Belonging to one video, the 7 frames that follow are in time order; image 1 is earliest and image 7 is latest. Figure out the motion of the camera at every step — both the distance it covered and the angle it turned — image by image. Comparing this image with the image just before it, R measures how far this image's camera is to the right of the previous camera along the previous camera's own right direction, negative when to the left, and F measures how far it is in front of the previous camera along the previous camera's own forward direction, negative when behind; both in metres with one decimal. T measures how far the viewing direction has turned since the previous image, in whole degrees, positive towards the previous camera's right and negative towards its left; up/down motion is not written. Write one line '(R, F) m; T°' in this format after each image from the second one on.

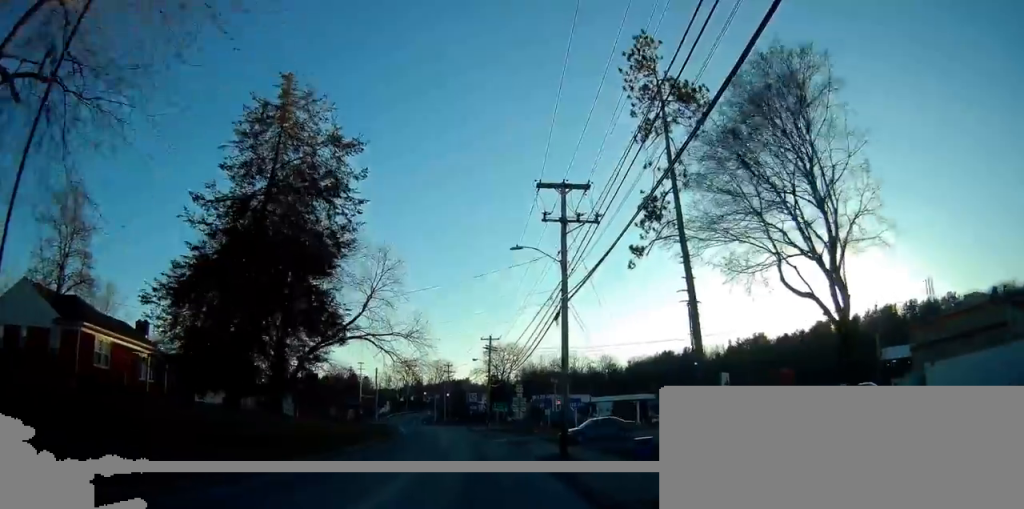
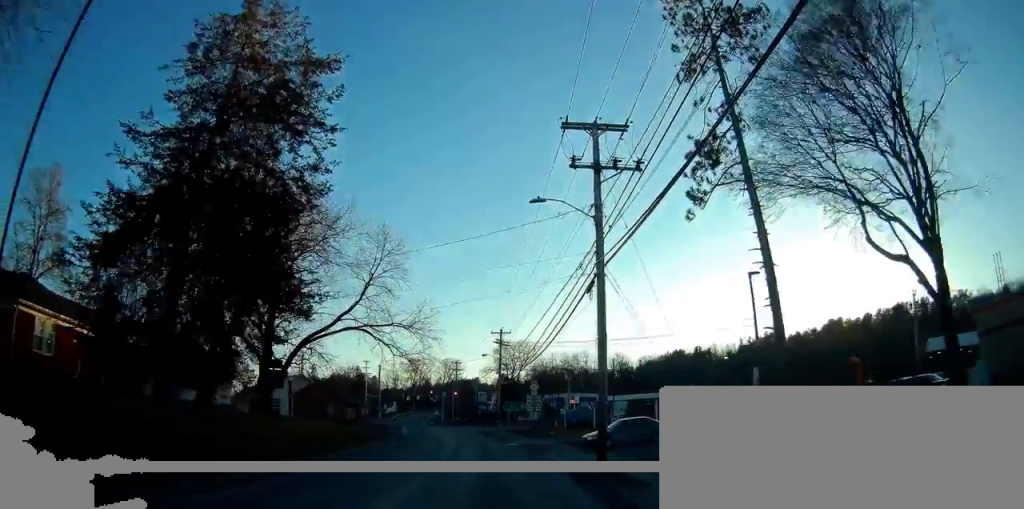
(+0.1, +5.7) m; -1°
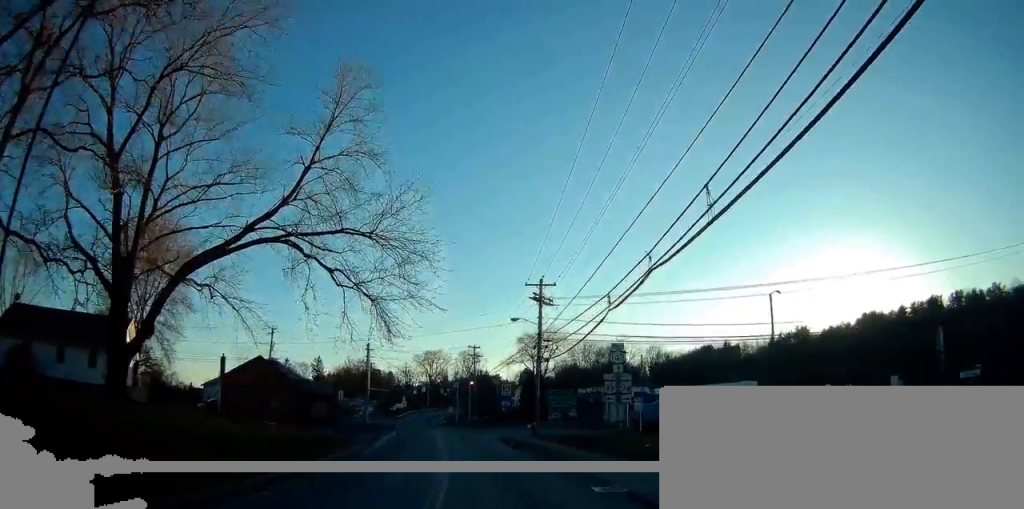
(-1.4, +25.0) m; -3°
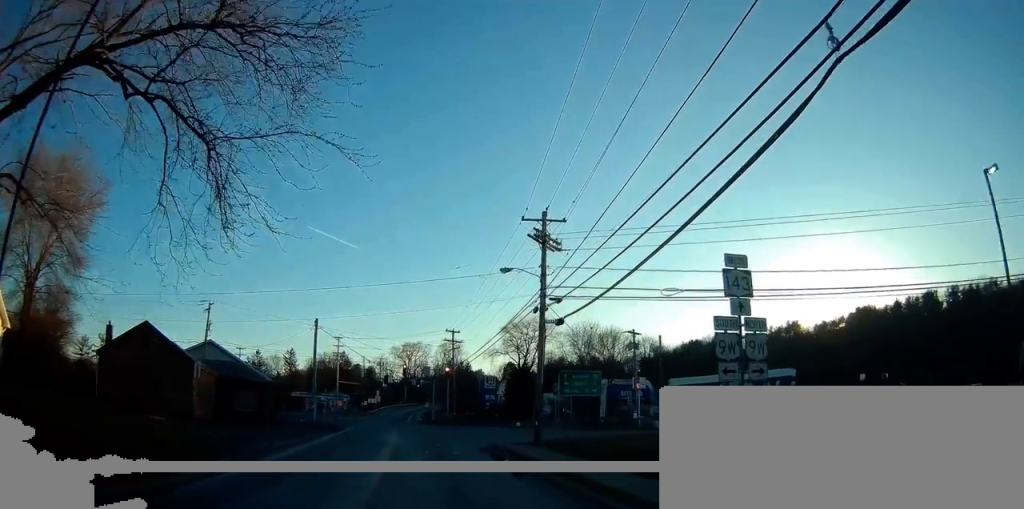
(+0.1, +15.5) m; -1°
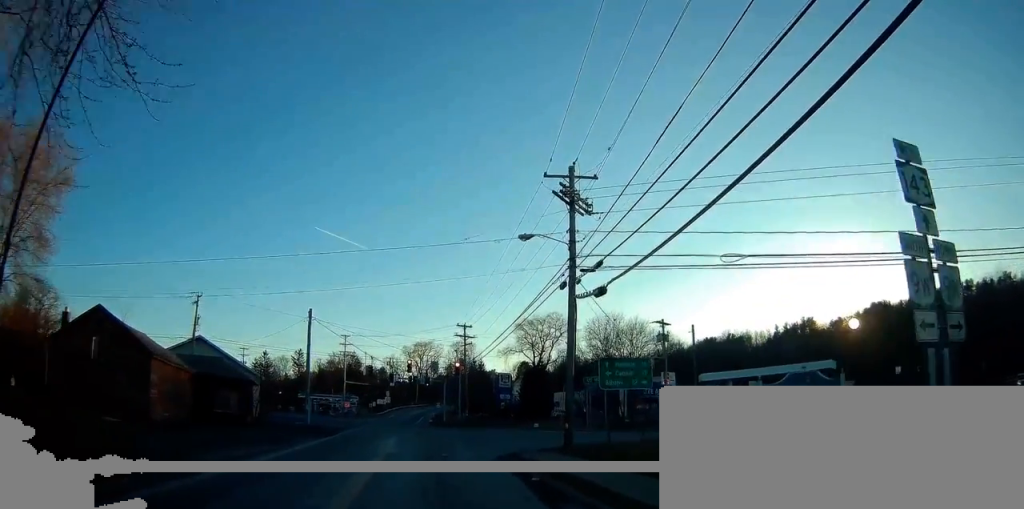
(0.0, +6.4) m; 0°
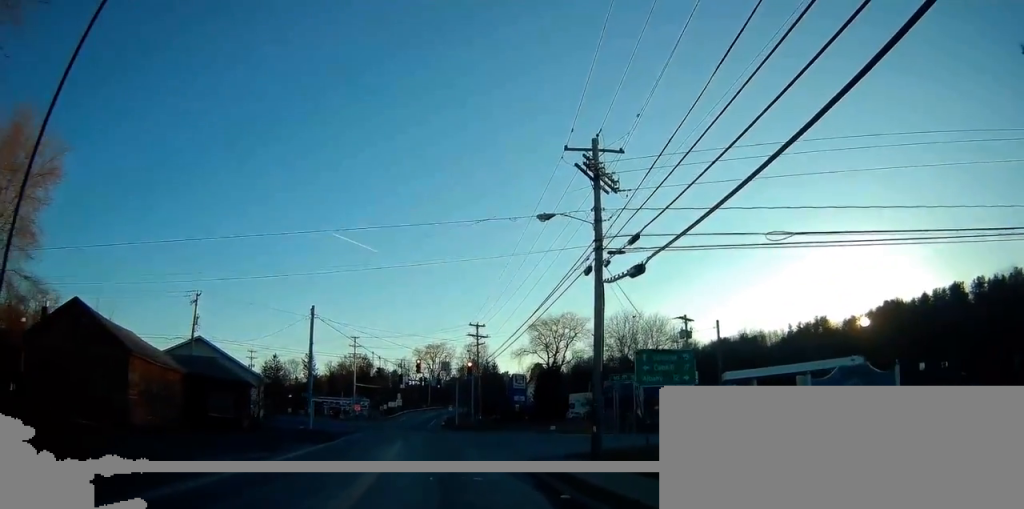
(0.0, +3.2) m; -1°
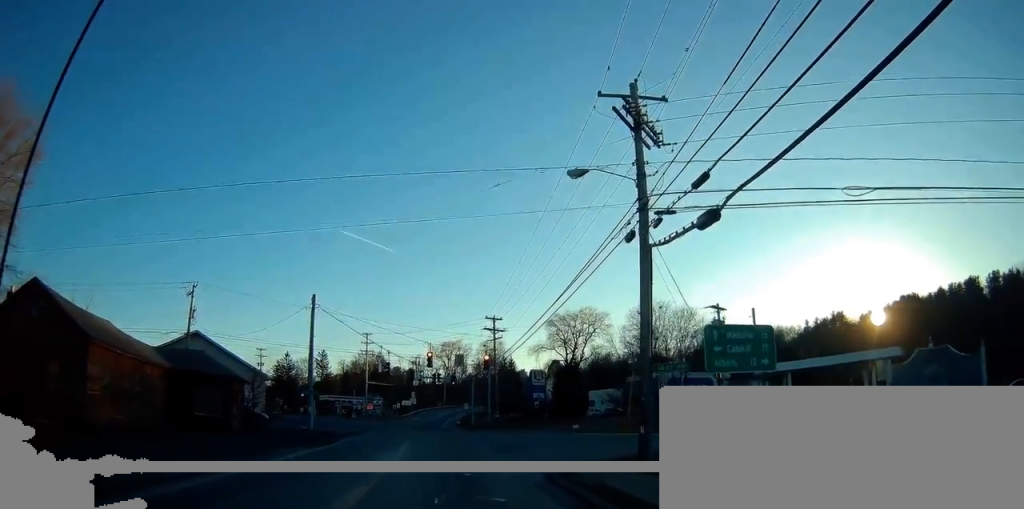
(+0.1, +4.9) m; -2°
